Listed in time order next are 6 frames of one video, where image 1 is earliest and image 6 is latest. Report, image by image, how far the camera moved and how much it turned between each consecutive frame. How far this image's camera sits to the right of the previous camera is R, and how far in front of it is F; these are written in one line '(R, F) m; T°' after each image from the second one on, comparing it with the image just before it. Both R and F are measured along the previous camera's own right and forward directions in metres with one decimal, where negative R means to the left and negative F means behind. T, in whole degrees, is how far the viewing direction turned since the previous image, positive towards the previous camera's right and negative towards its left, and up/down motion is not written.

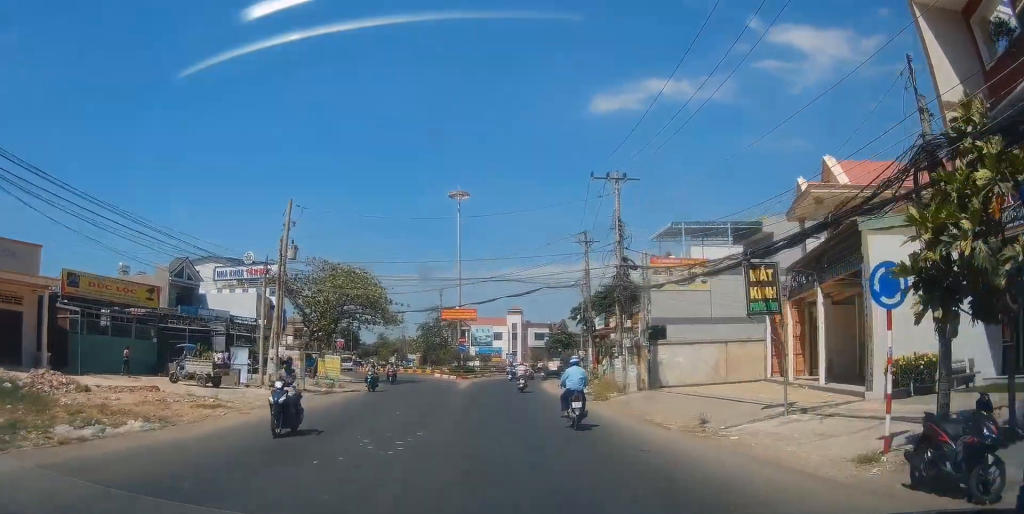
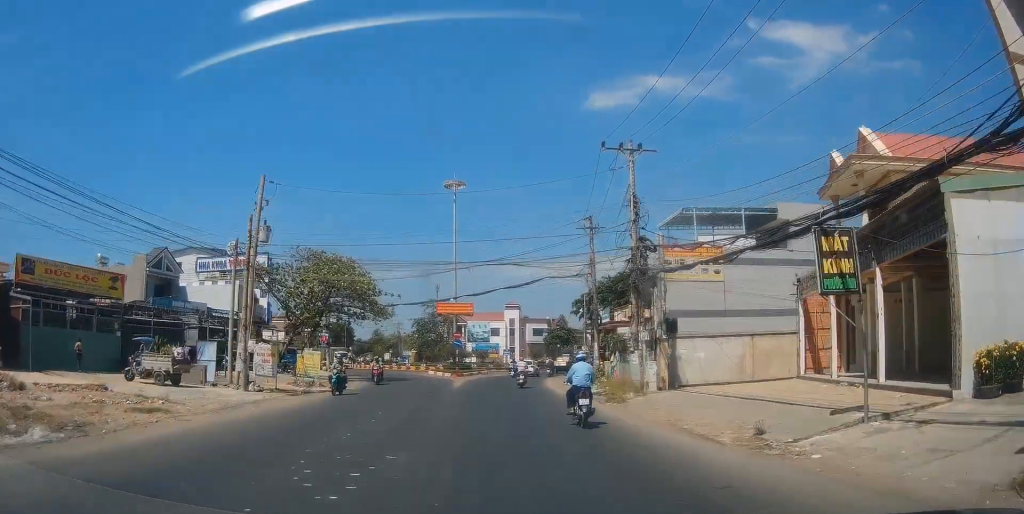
(+0.3, +4.0) m; +1°
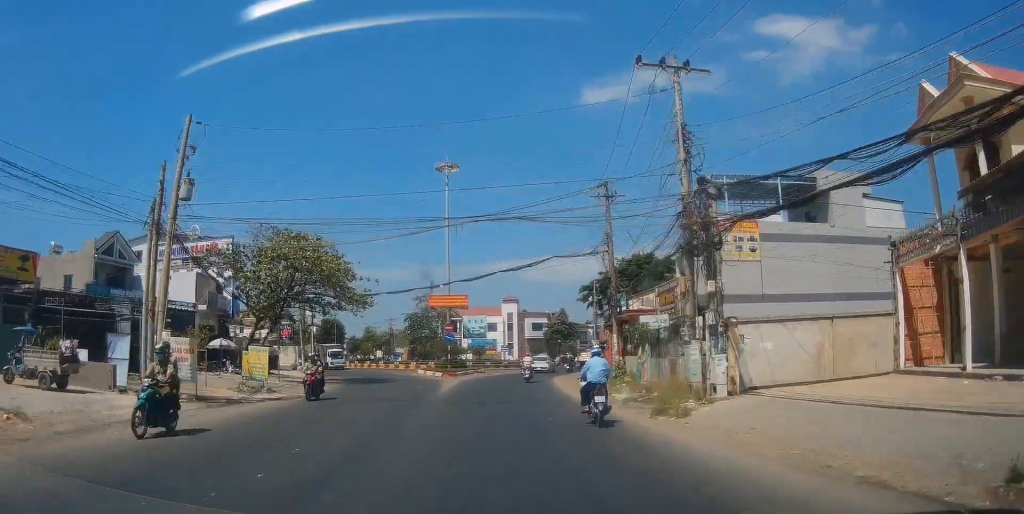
(-0.6, +8.1) m; -2°
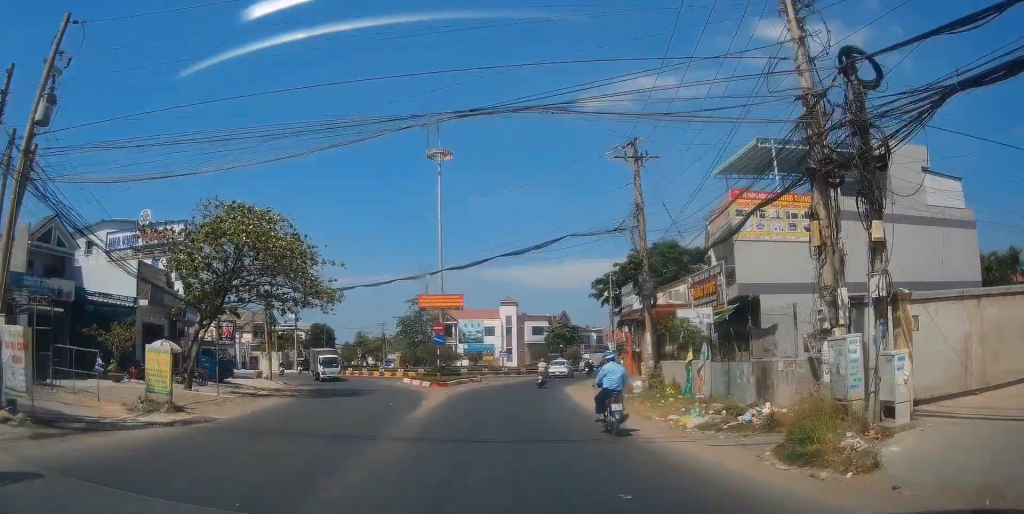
(+0.3, +8.5) m; 0°
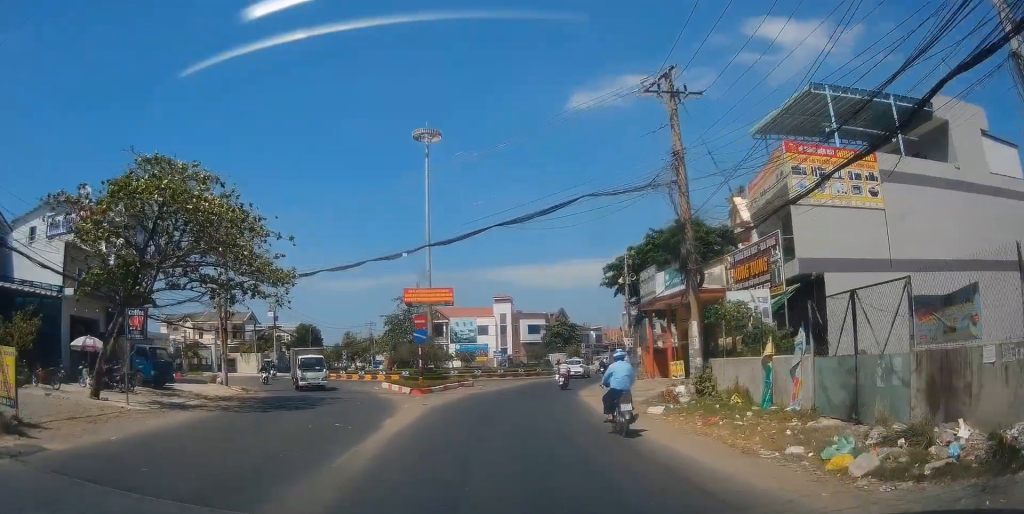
(-0.3, +7.7) m; +1°
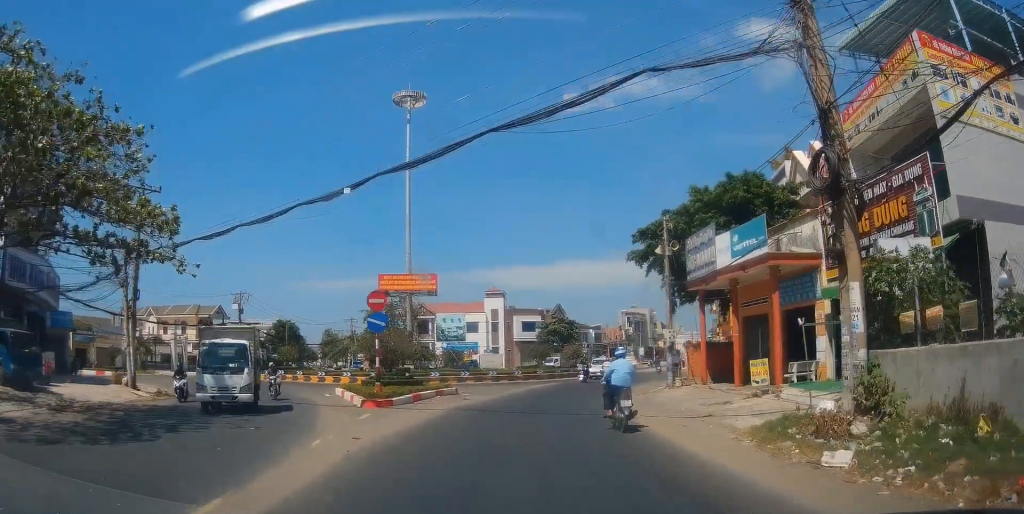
(+0.5, +10.7) m; +3°
